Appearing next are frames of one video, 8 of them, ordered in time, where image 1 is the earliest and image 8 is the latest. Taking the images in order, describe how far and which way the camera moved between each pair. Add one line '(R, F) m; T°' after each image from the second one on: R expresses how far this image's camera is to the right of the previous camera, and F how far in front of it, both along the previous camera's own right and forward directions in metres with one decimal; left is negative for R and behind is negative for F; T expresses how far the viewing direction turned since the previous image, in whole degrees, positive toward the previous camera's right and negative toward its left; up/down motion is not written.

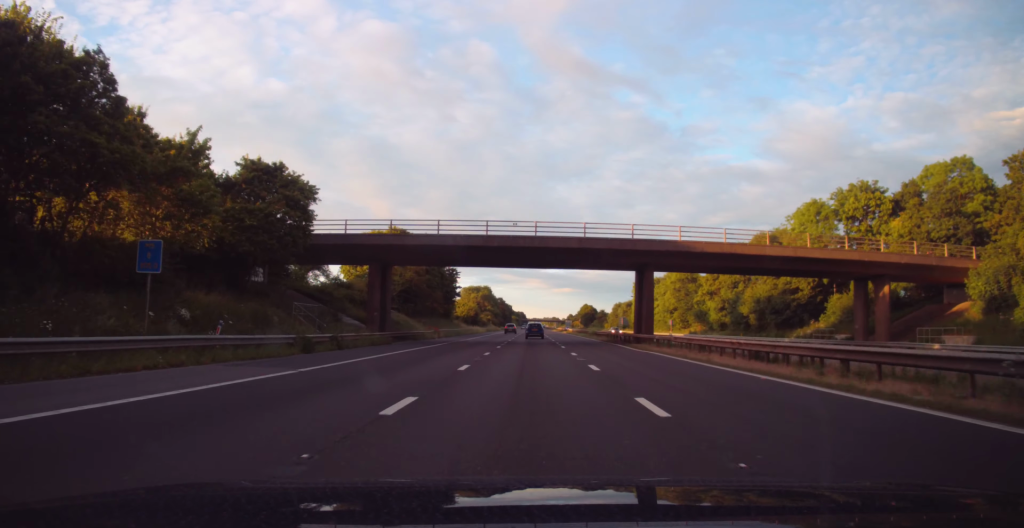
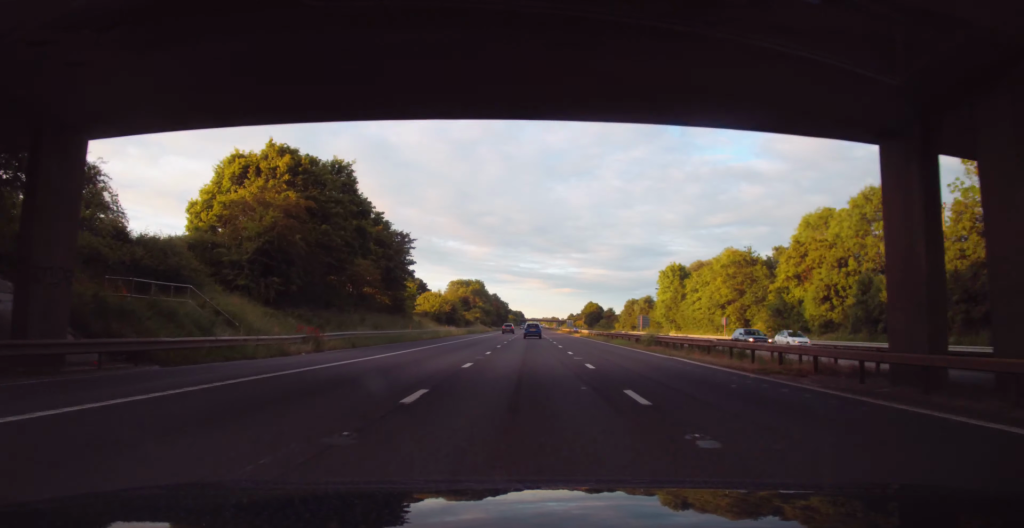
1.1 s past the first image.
(-0.1, +34.5) m; 0°
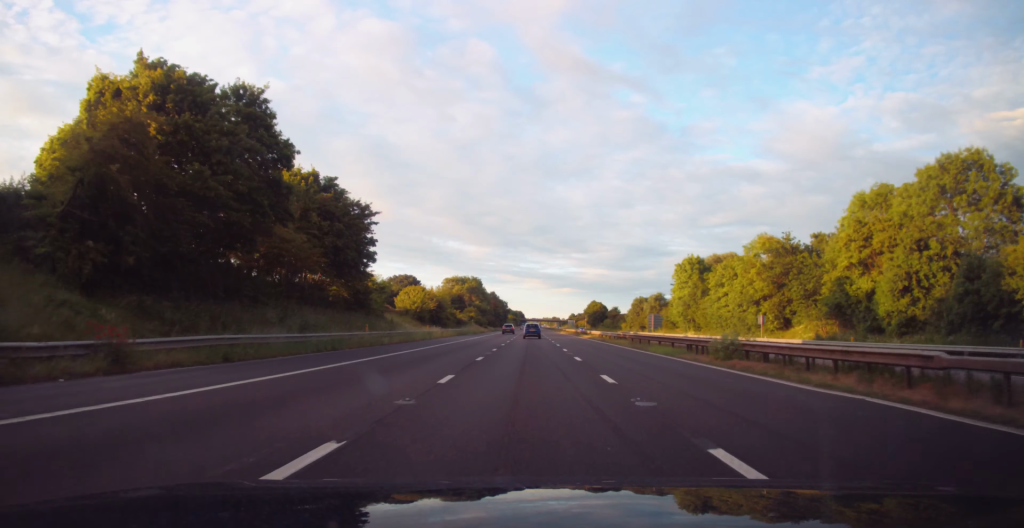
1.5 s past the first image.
(0.0, +14.0) m; 0°
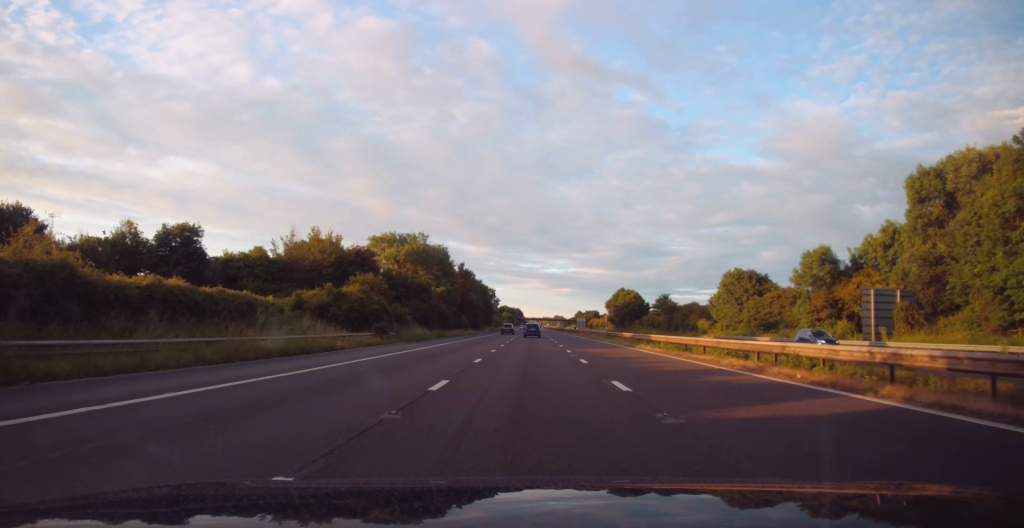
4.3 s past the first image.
(+0.6, +91.9) m; 0°
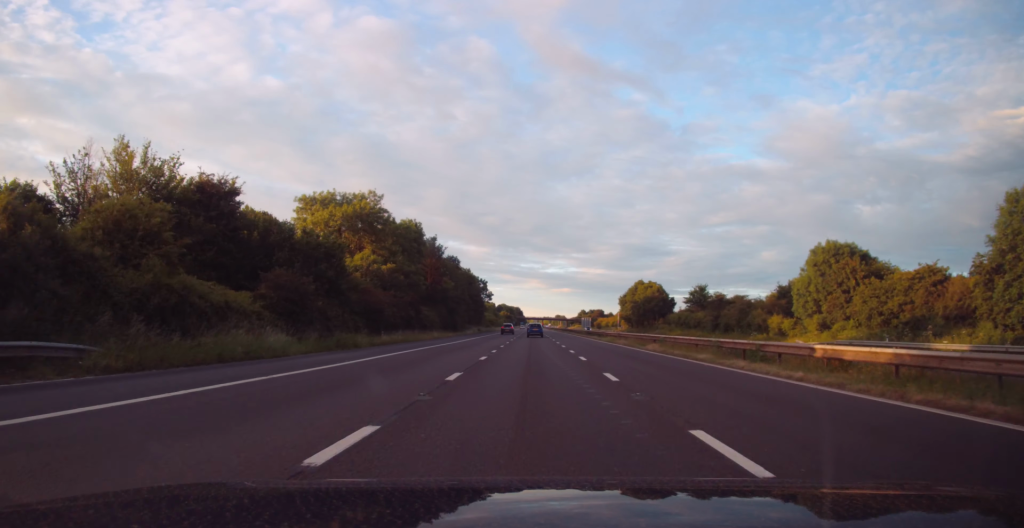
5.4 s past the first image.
(+0.3, +33.7) m; 0°
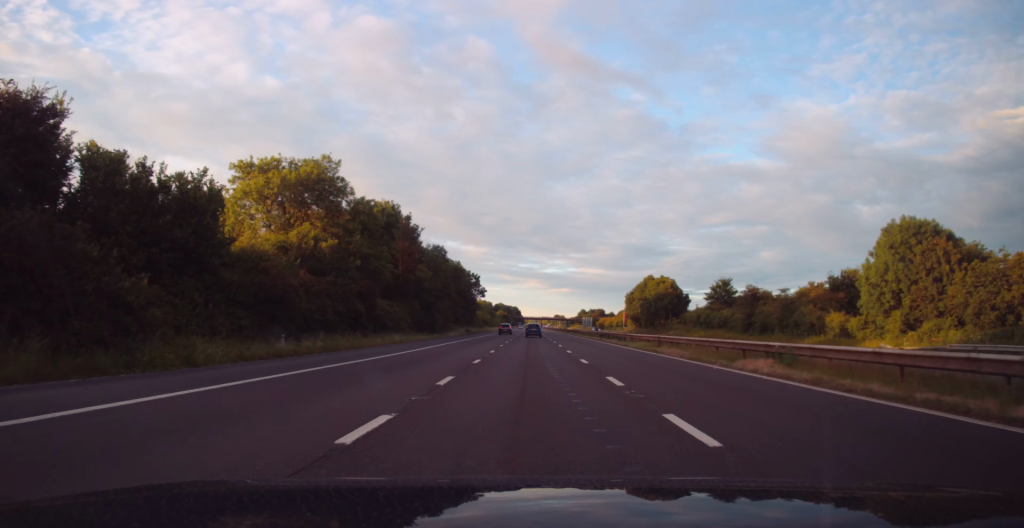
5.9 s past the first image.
(-0.1, +16.2) m; 0°
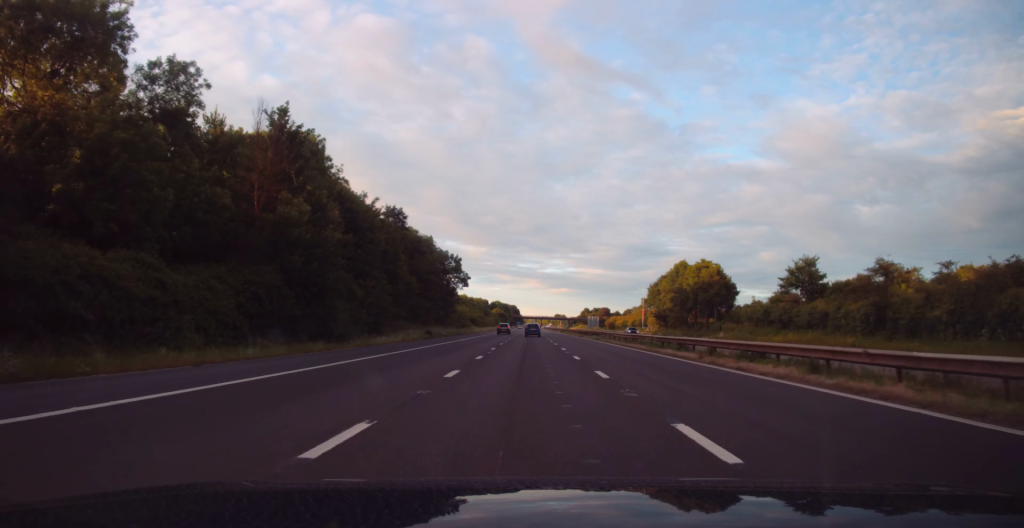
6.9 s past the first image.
(+0.1, +33.5) m; 0°
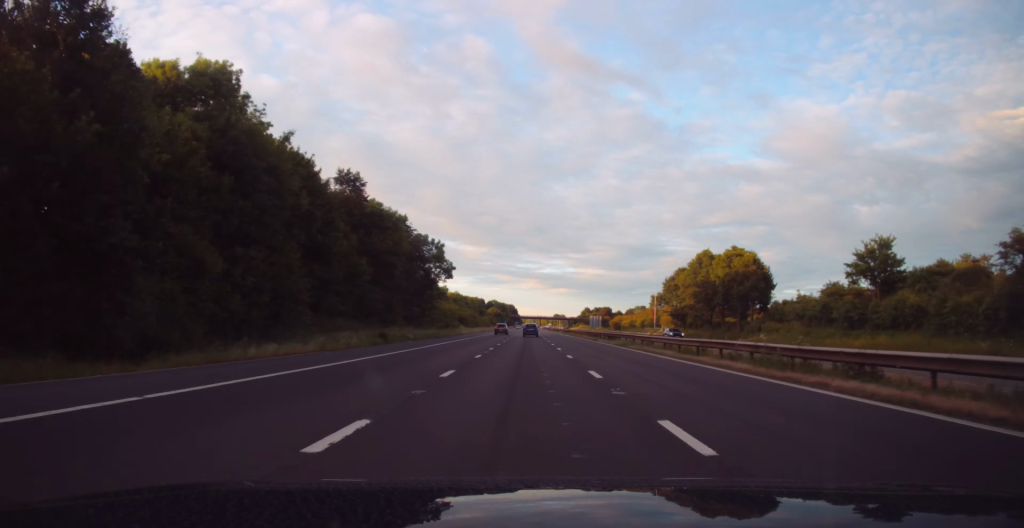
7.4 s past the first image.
(+0.1, +17.3) m; 0°
